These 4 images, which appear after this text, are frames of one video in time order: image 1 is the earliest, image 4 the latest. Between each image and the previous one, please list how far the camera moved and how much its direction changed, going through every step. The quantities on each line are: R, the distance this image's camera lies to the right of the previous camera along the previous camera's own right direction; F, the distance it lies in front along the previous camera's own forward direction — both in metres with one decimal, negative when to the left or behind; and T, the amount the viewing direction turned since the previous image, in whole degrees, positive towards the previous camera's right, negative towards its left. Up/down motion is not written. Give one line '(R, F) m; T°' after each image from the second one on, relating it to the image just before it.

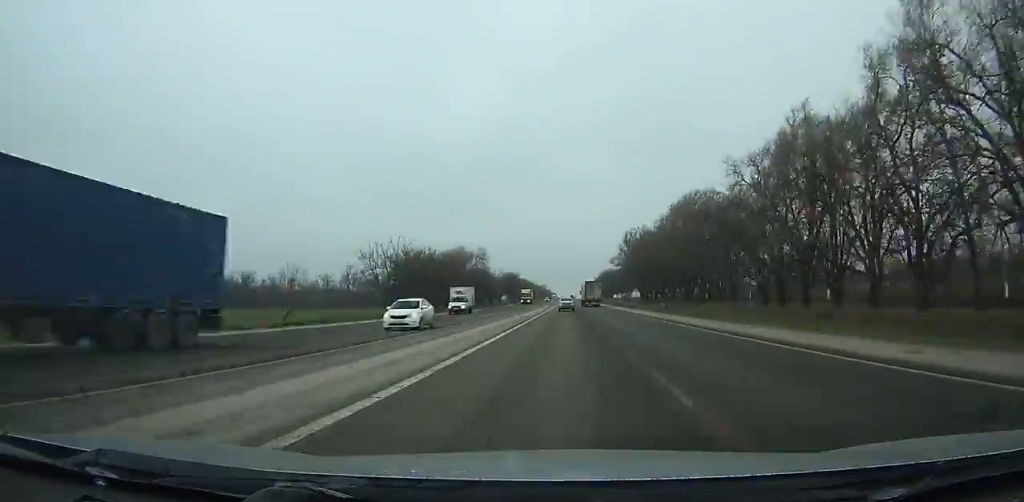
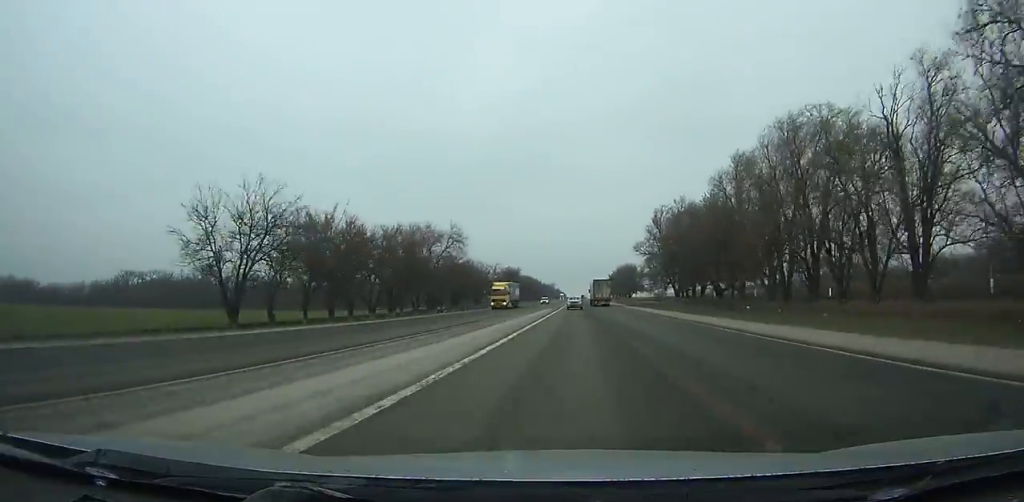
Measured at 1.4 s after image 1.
(0.0, +41.2) m; 0°
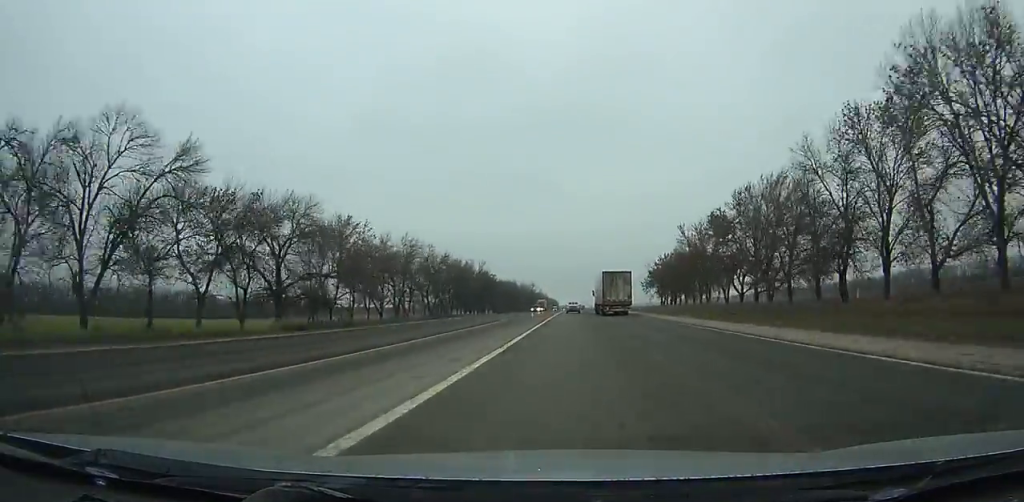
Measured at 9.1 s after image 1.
(+0.8, +230.6) m; 0°
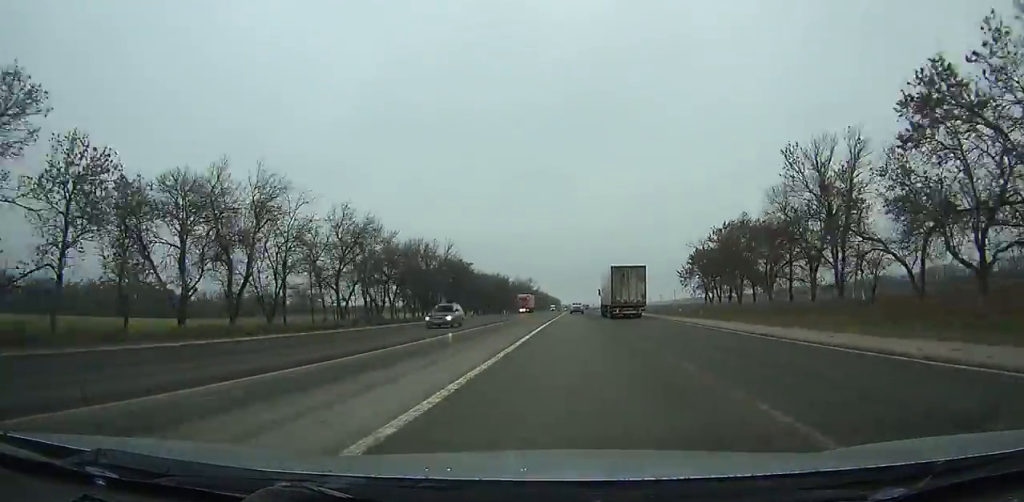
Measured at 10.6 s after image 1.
(-0.2, +46.1) m; 0°
